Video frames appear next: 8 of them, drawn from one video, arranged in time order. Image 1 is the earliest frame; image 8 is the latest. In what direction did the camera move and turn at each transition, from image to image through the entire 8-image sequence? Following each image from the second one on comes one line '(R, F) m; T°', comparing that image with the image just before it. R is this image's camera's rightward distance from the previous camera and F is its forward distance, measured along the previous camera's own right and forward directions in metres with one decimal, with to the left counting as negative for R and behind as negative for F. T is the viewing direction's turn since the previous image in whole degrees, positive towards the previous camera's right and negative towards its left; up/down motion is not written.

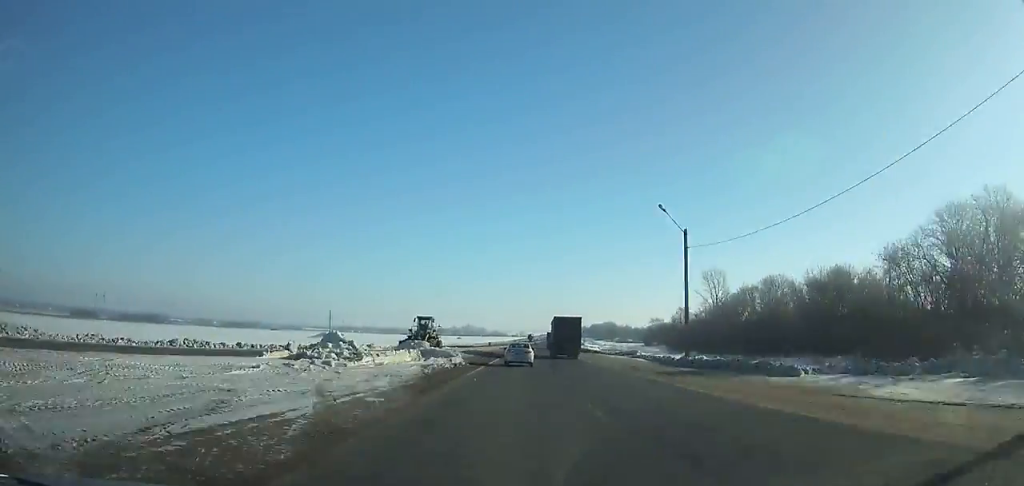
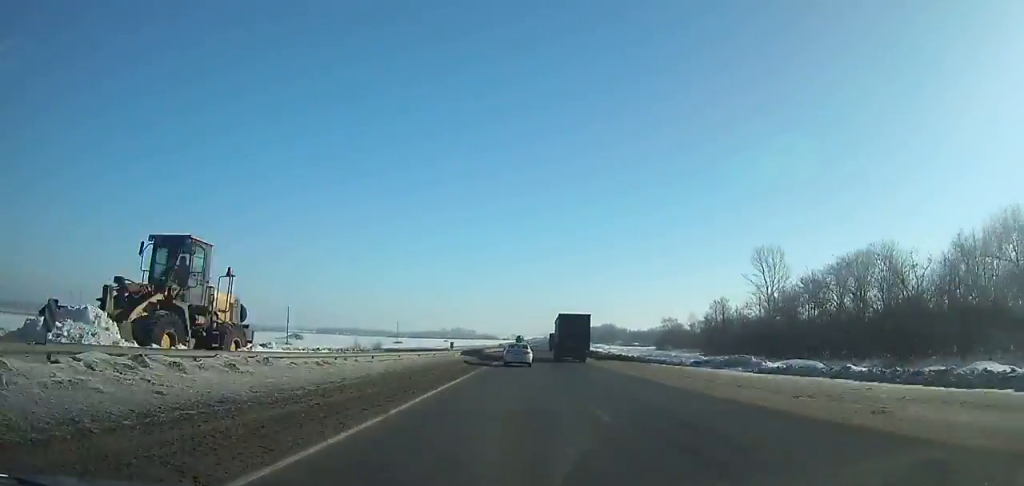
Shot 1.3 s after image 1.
(+0.6, +36.8) m; +1°
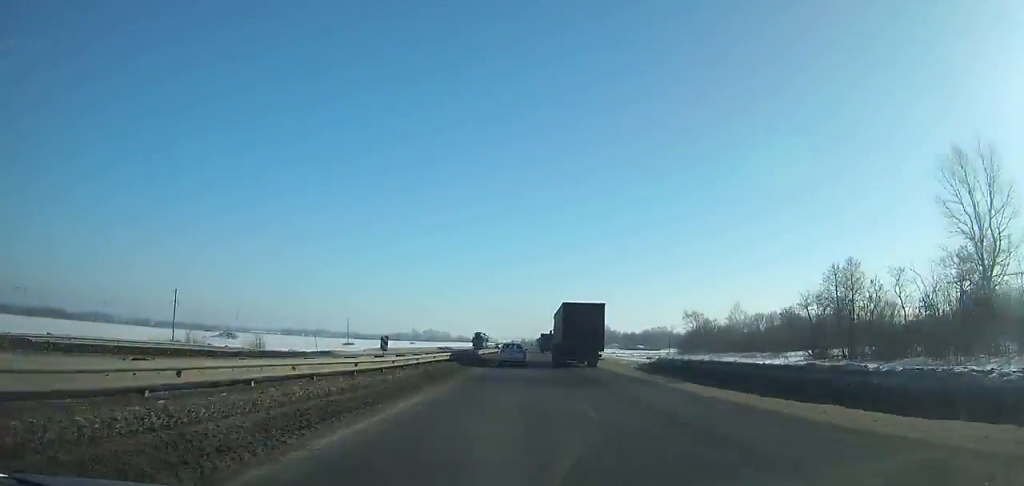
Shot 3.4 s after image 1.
(+0.6, +59.5) m; +1°
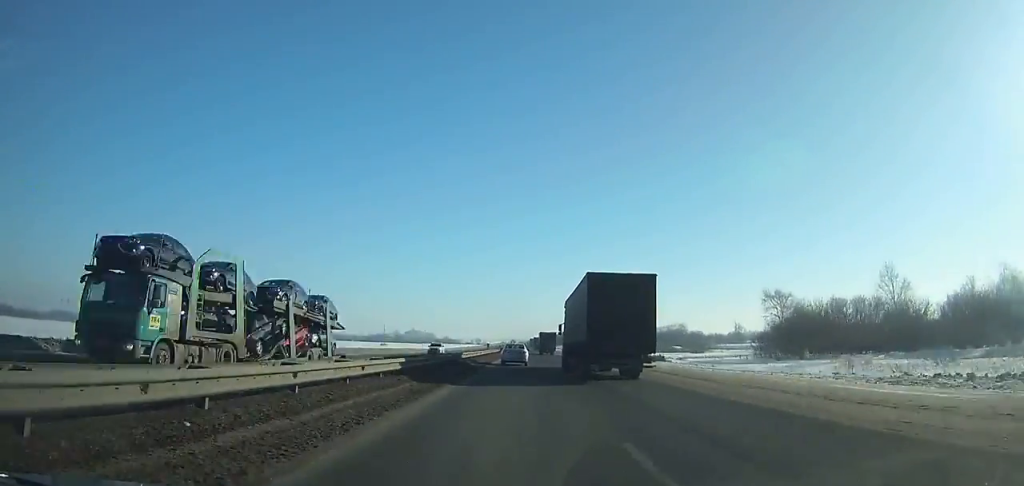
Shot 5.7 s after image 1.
(+0.6, +65.2) m; +1°
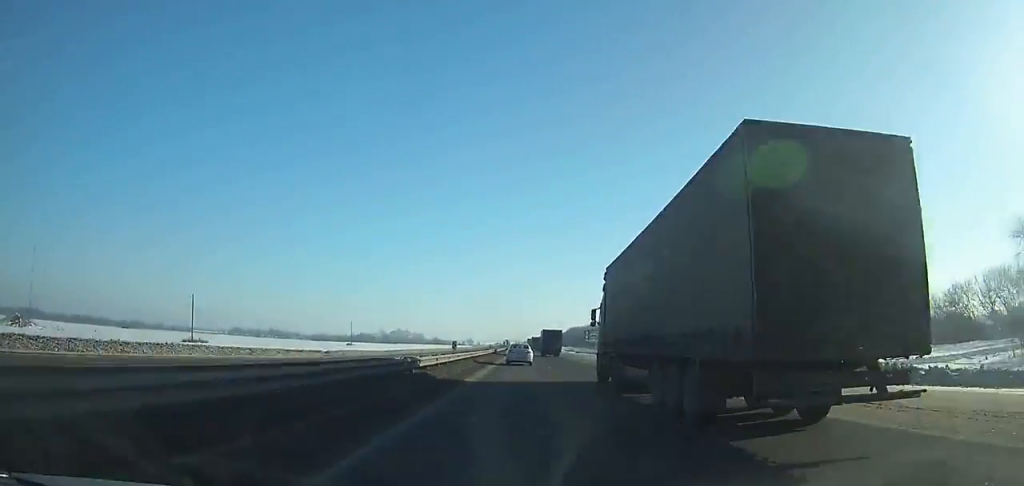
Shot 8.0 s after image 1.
(+0.4, +65.3) m; +1°
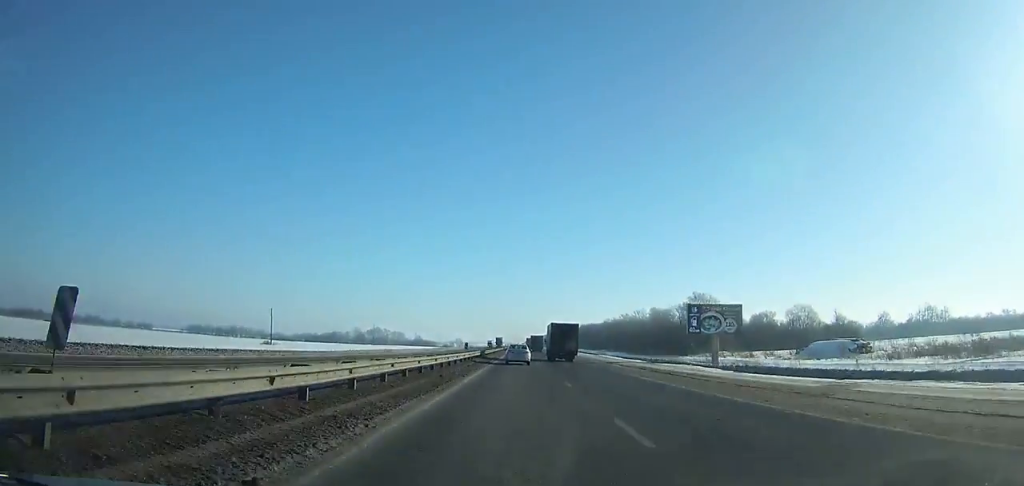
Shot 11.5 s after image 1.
(+0.4, +99.8) m; 0°
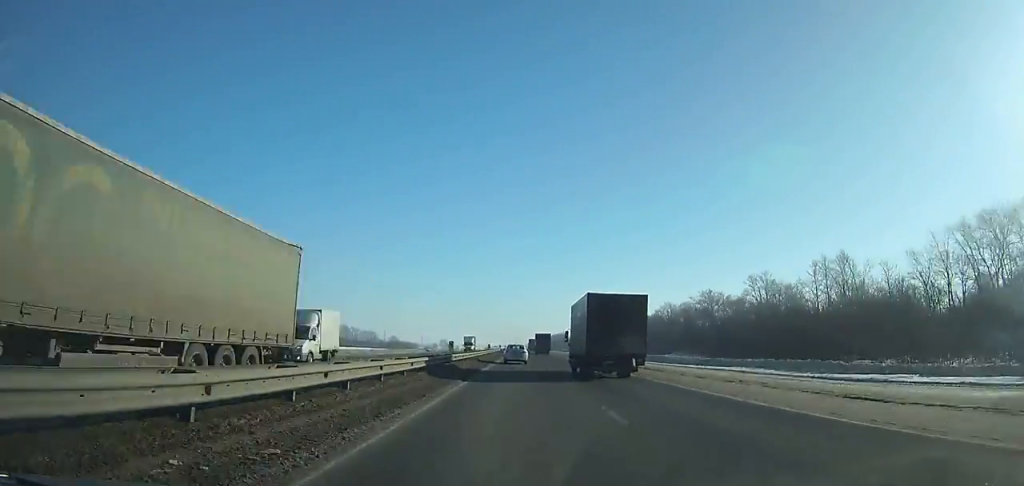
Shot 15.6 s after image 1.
(-0.3, +117.9) m; 0°
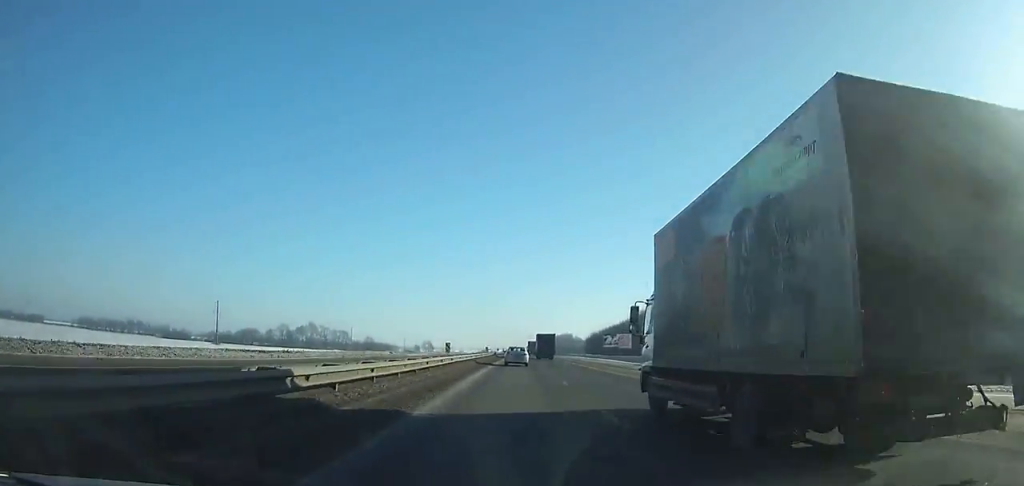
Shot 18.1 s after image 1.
(+0.2, +72.4) m; 0°
